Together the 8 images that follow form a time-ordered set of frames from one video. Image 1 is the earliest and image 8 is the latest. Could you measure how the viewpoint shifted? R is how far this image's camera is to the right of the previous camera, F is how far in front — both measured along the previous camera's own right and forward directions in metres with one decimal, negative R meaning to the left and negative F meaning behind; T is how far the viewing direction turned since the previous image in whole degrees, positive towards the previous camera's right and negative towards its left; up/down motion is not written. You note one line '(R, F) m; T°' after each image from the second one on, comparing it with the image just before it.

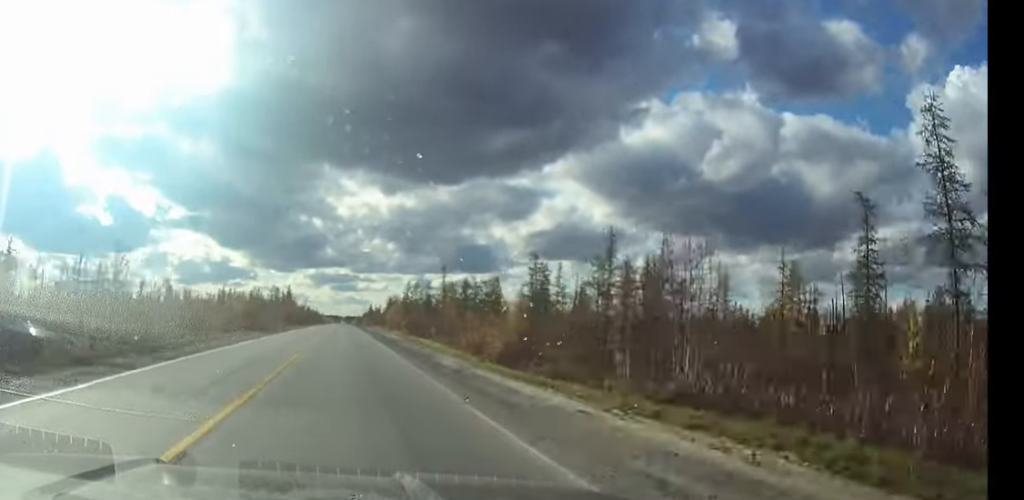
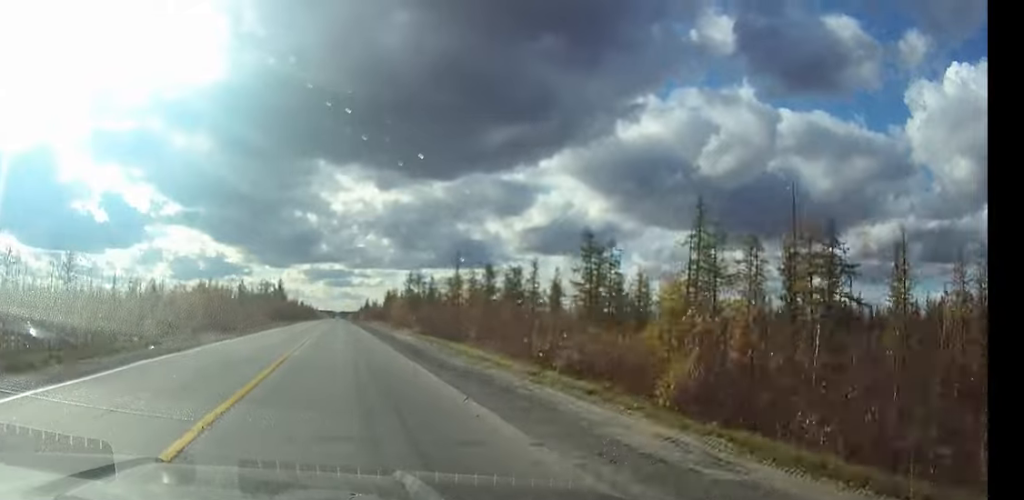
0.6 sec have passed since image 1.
(0.0, +17.7) m; 0°
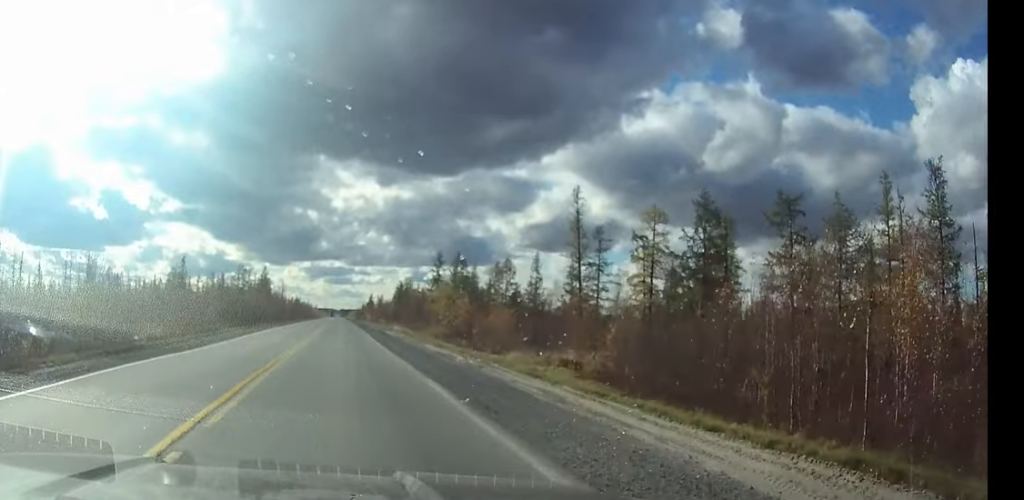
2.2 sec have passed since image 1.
(0.0, +44.9) m; 0°
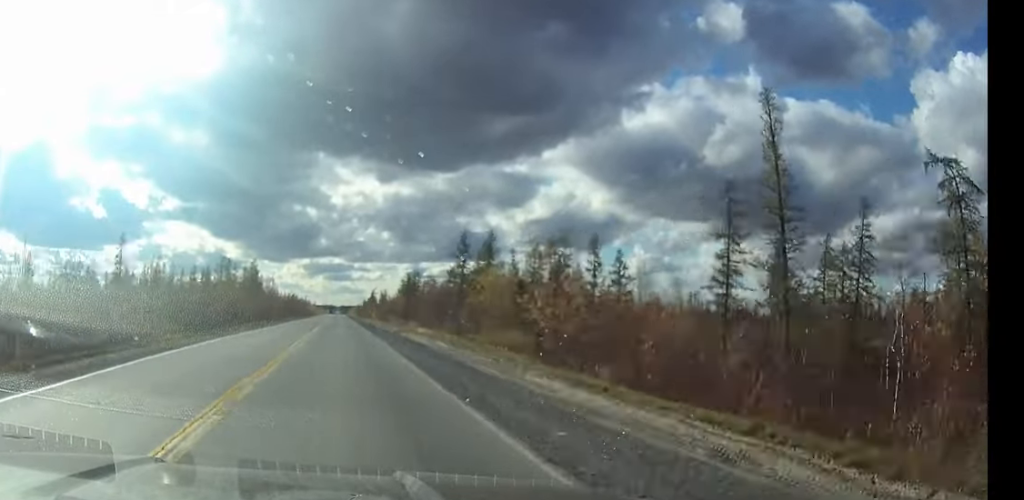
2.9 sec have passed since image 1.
(0.0, +21.2) m; 0°
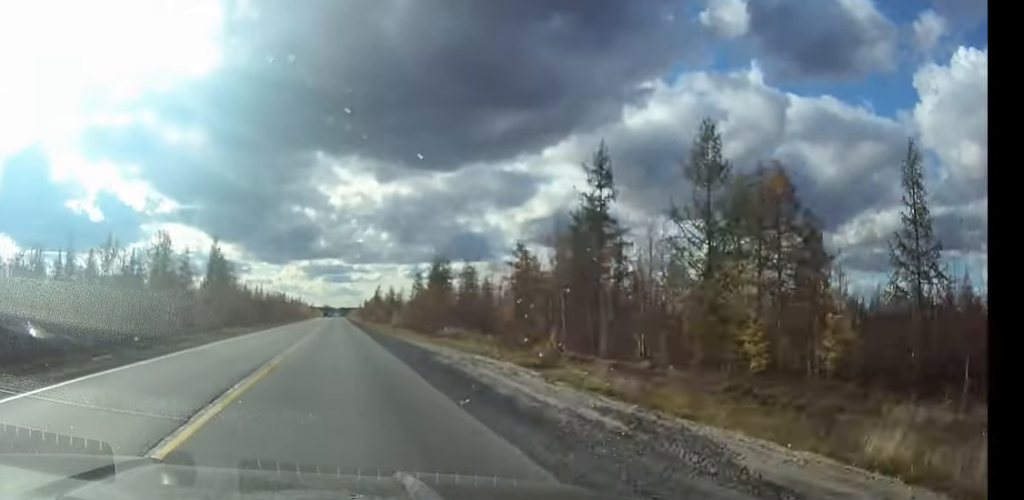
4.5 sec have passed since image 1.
(+0.1, +47.0) m; 0°
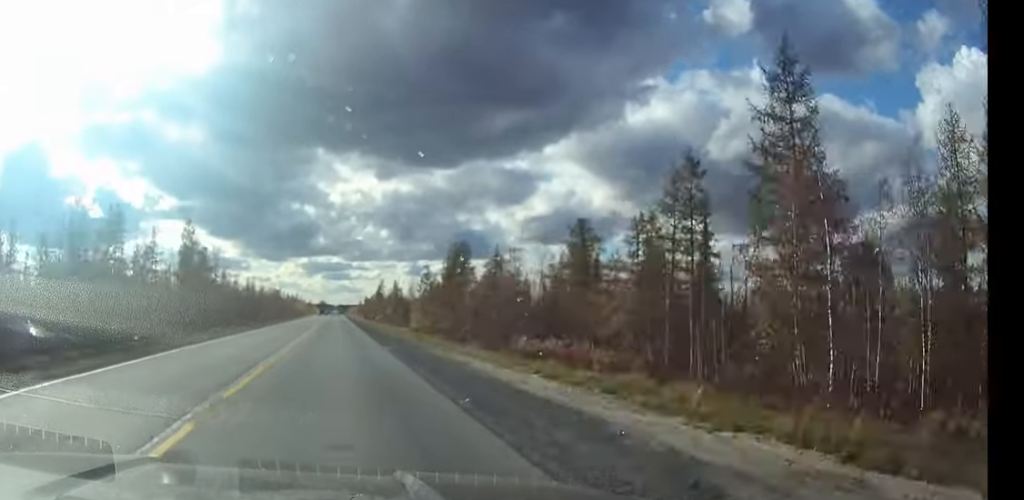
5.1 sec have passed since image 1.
(0.0, +19.0) m; 0°
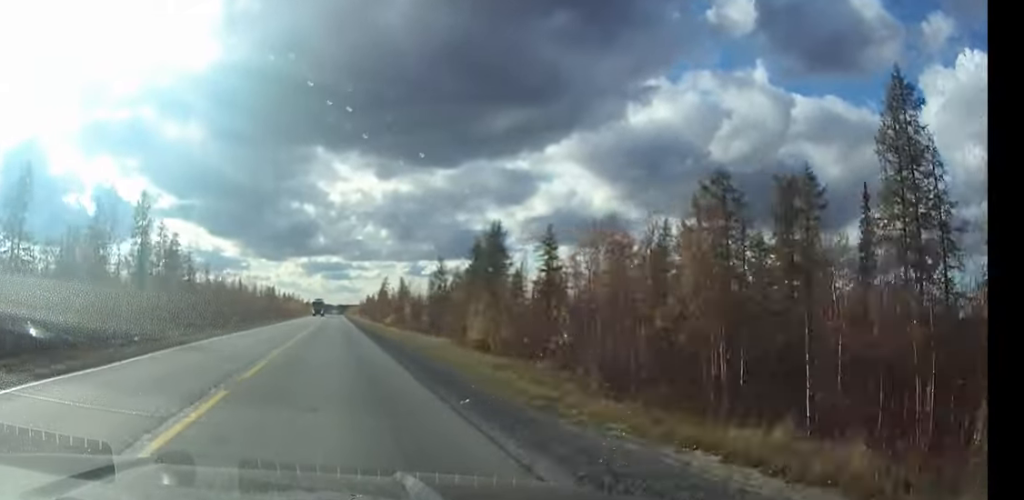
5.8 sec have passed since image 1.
(0.0, +21.7) m; 0°
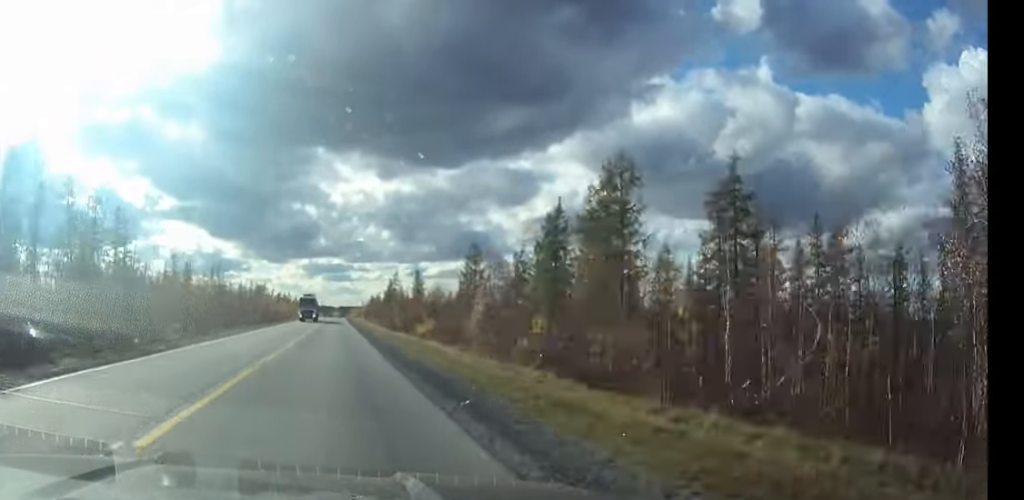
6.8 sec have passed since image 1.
(-0.1, +30.1) m; 0°
